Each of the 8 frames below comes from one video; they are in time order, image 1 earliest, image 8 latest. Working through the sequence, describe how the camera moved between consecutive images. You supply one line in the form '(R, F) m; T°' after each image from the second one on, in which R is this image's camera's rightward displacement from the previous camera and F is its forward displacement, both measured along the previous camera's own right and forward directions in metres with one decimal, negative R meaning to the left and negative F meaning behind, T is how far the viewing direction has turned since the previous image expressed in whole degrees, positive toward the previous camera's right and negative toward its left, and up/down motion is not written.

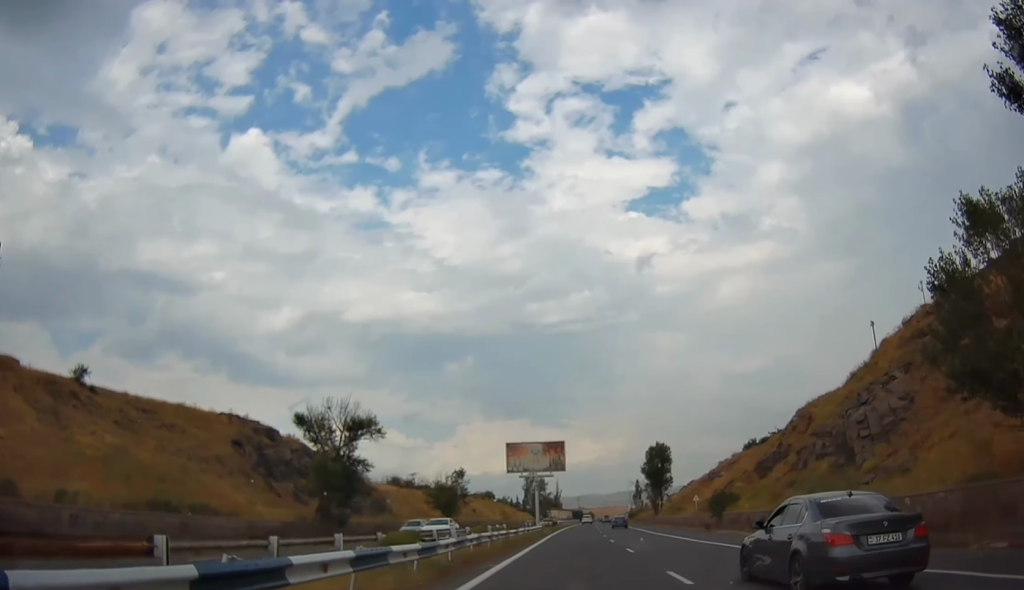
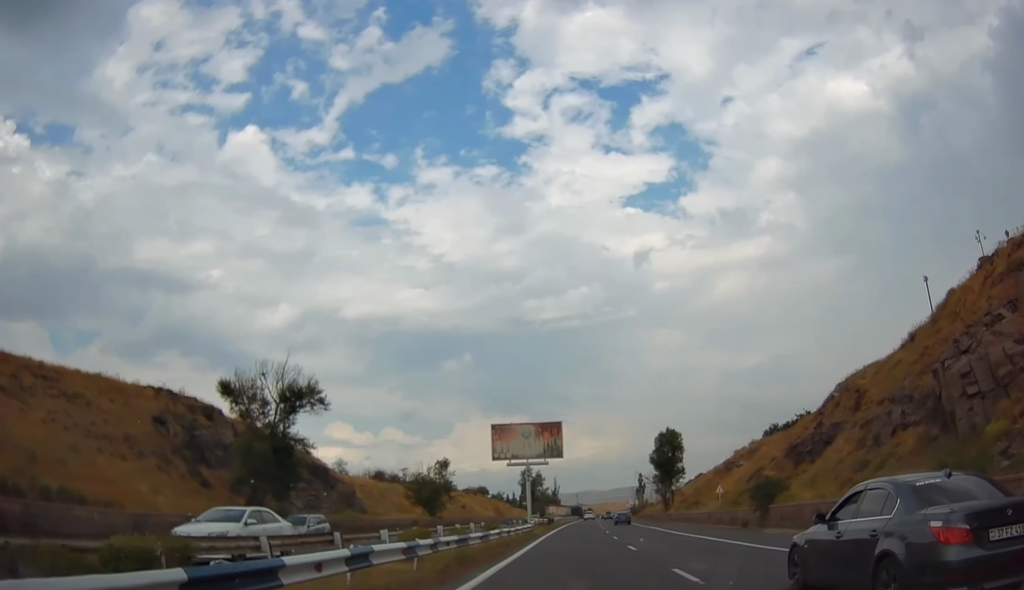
(+0.2, +12.2) m; 0°
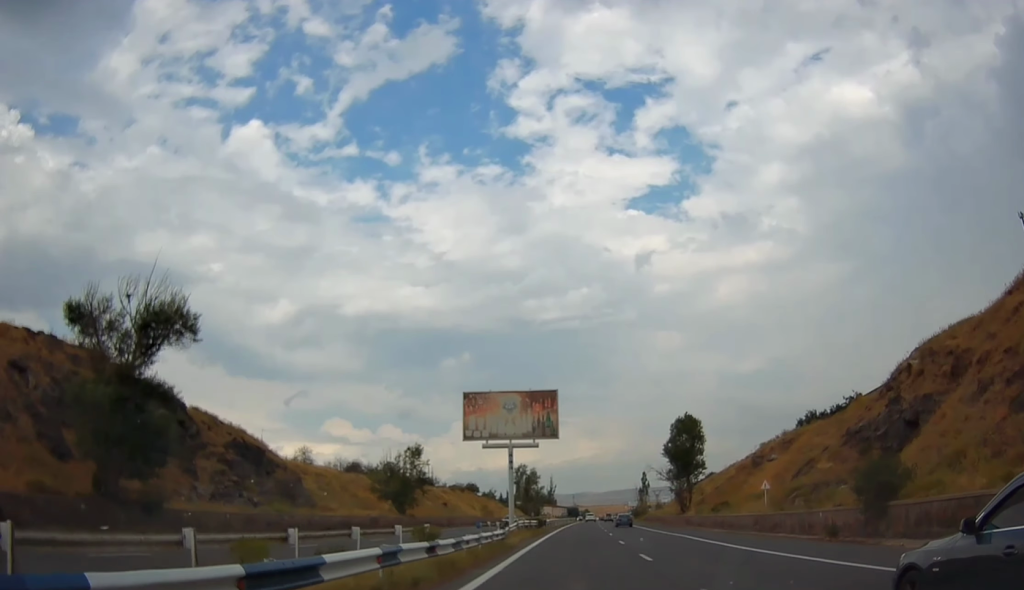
(-0.2, +15.4) m; 0°
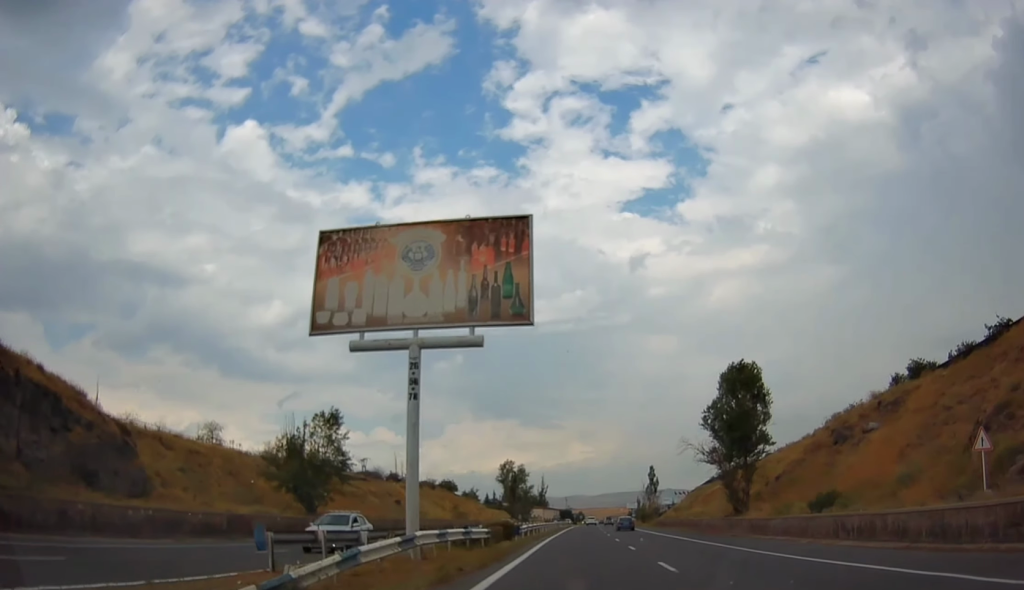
(-0.1, +26.5) m; 0°
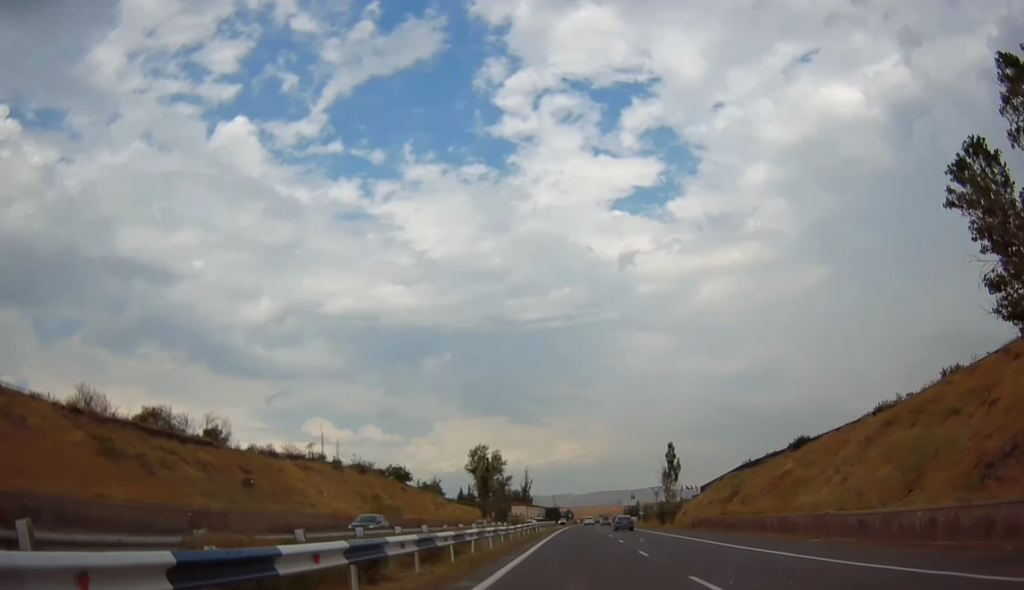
(+0.6, +38.0) m; +2°
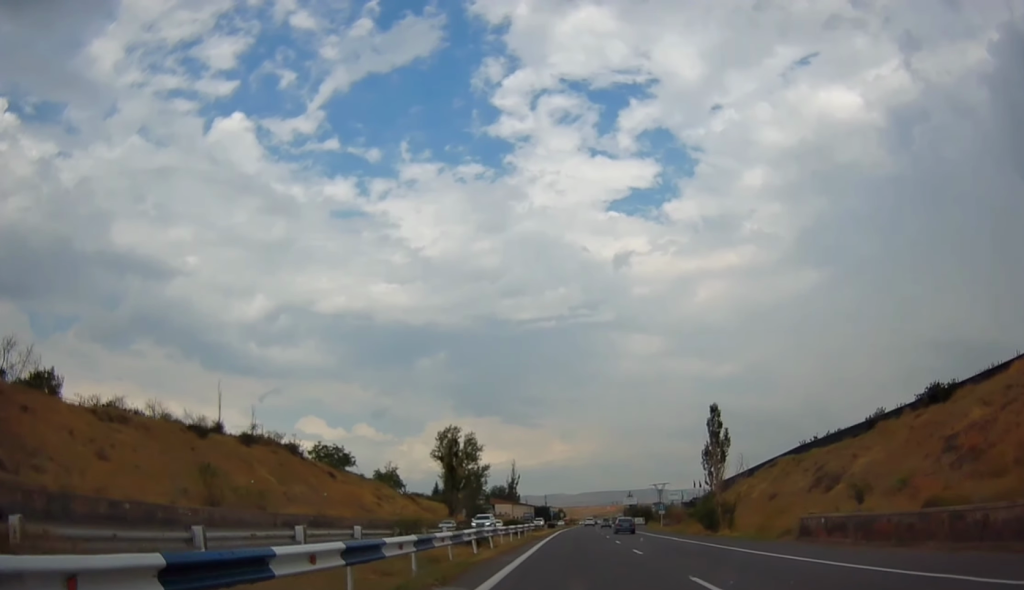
(+0.2, +32.3) m; 0°
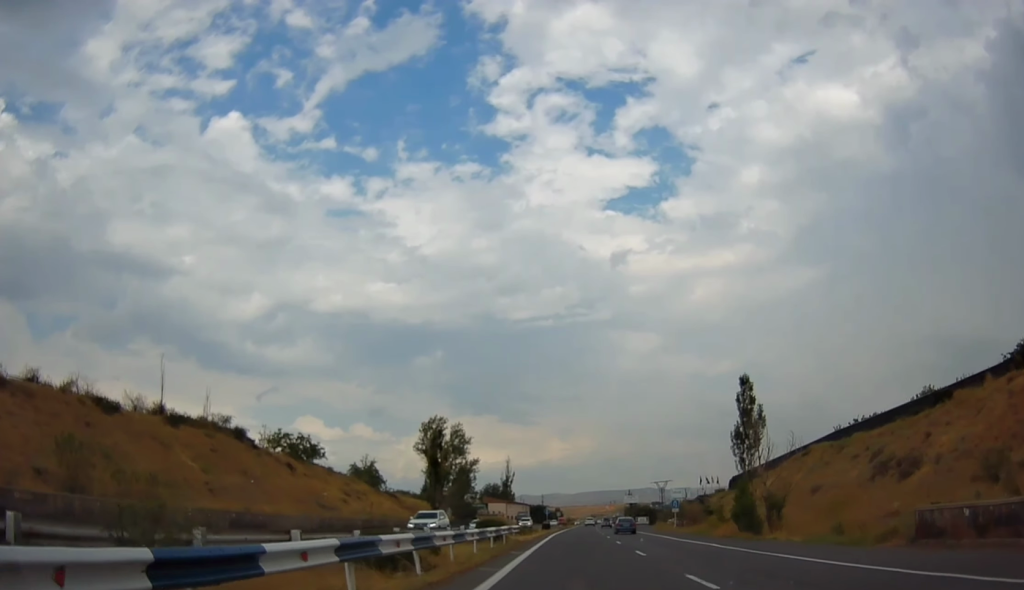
(-0.1, +12.1) m; 0°
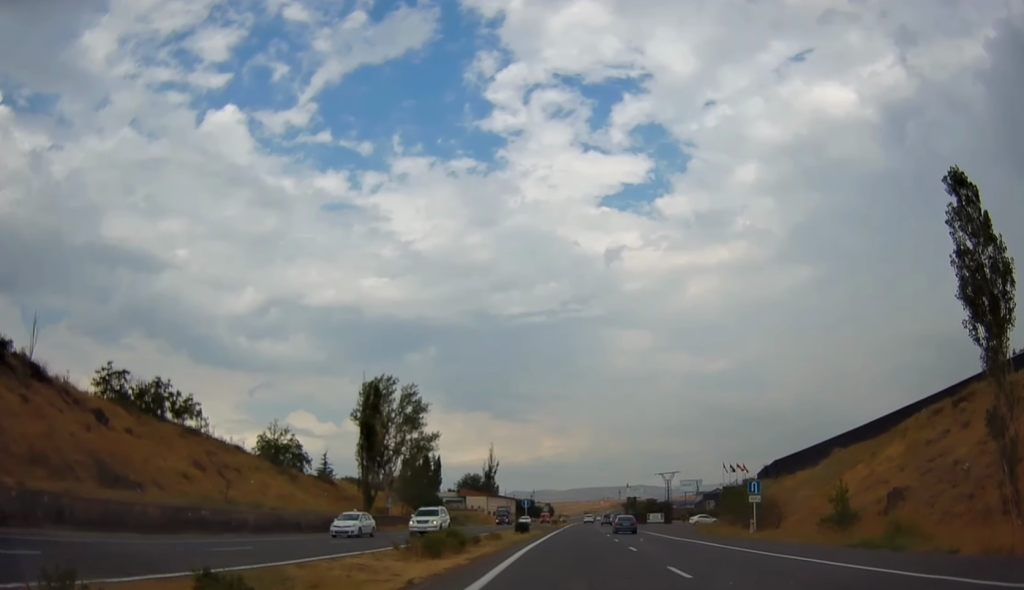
(+0.2, +31.4) m; +1°
